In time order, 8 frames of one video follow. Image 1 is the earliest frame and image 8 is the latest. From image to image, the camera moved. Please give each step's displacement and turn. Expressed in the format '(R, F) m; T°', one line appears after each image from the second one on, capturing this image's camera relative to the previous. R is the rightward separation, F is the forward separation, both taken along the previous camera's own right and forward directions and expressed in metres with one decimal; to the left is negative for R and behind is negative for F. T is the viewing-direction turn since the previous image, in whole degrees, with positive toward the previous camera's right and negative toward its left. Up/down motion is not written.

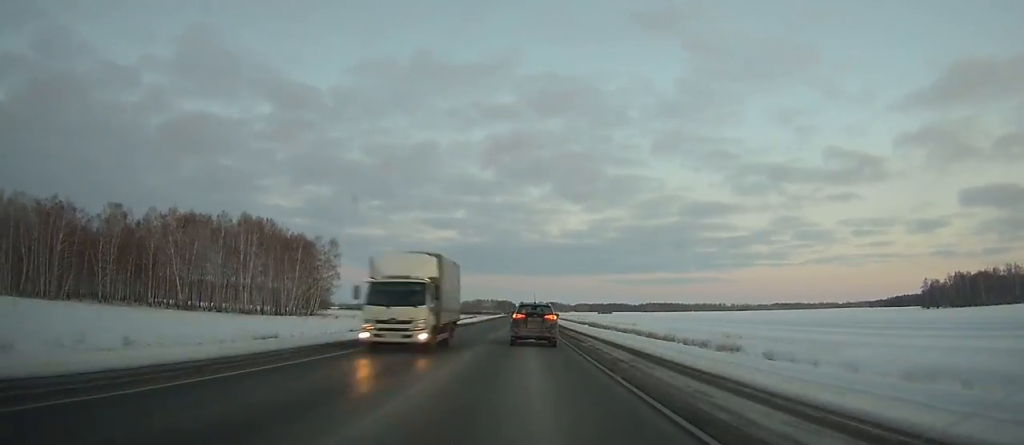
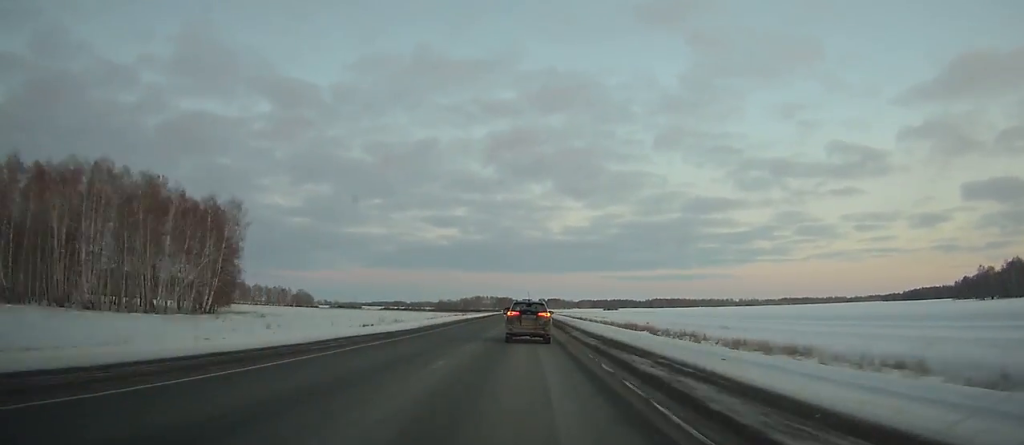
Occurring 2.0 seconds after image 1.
(+0.1, +51.9) m; 0°
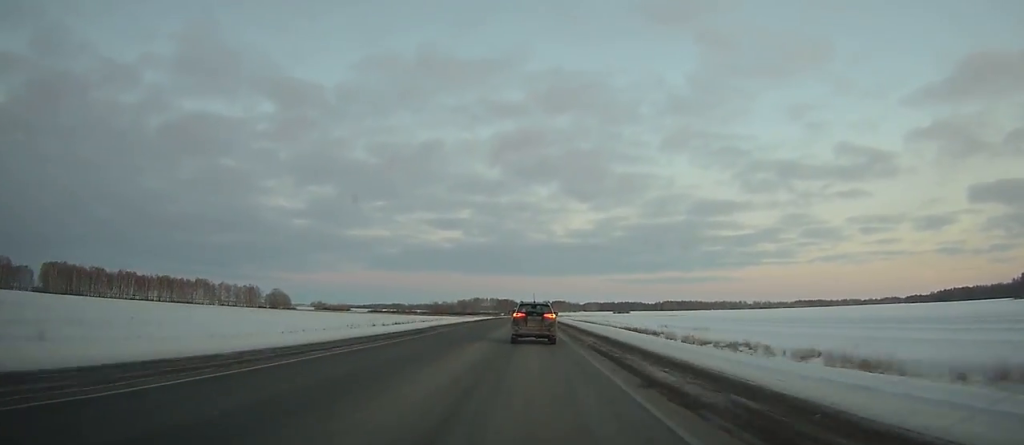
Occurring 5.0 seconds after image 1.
(0.0, +78.5) m; 0°
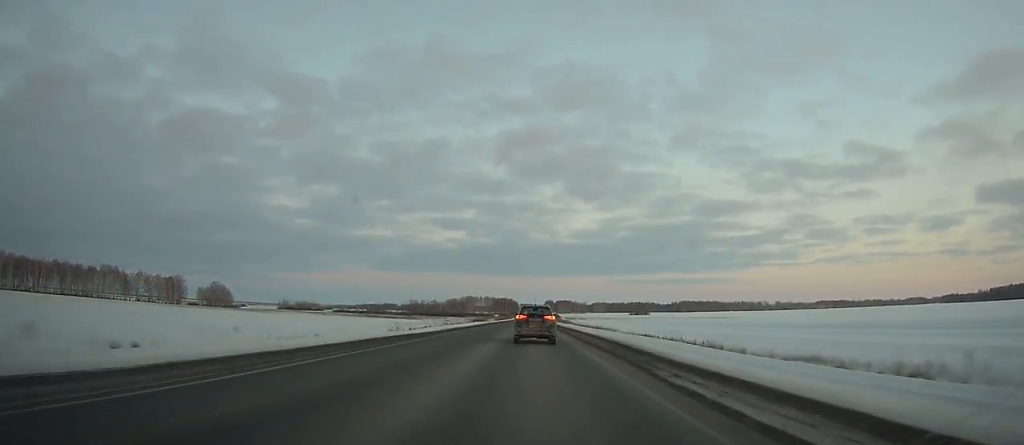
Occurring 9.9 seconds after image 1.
(-0.5, +130.8) m; 0°
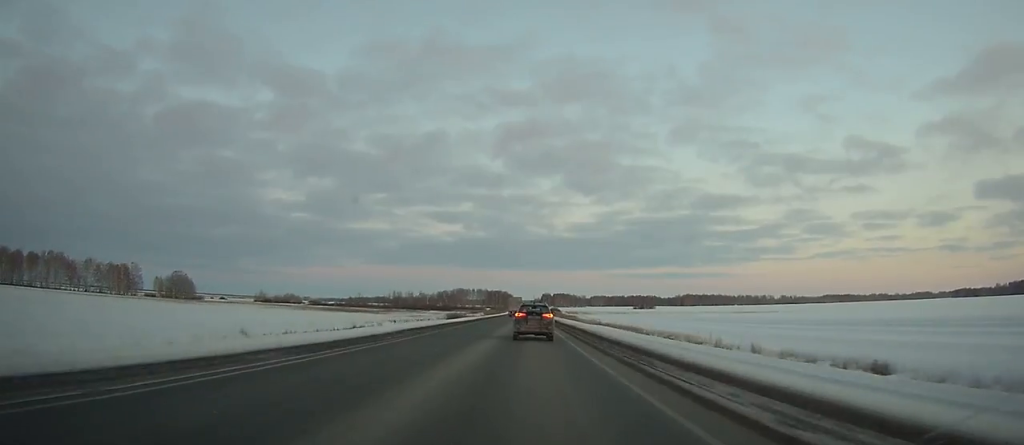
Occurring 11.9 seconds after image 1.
(+0.1, +54.4) m; 0°
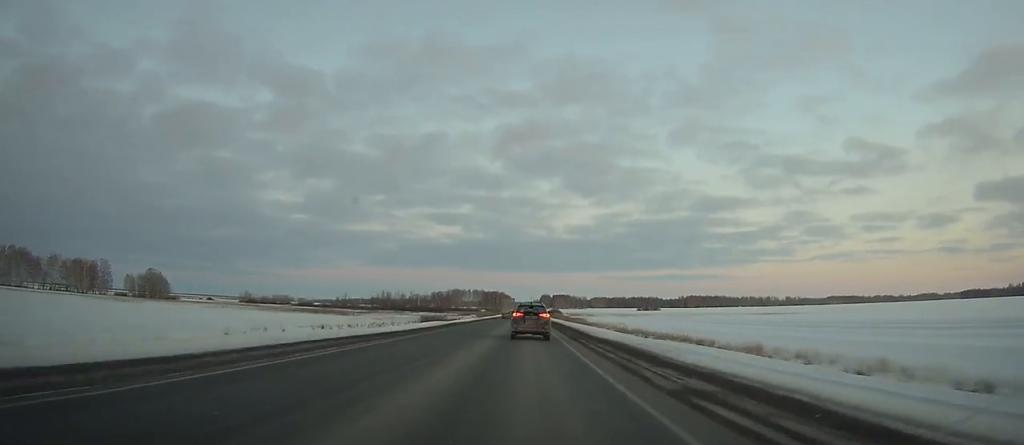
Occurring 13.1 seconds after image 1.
(0.0, +32.8) m; 0°
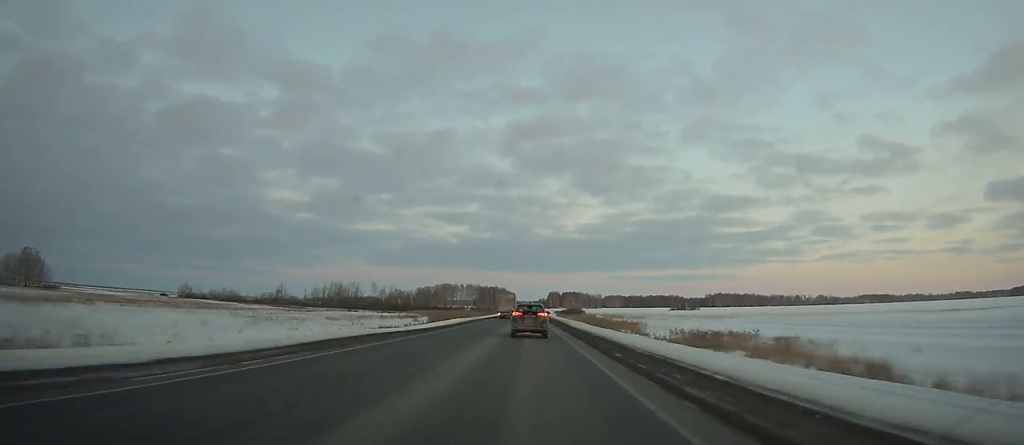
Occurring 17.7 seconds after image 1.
(+0.1, +126.0) m; 0°
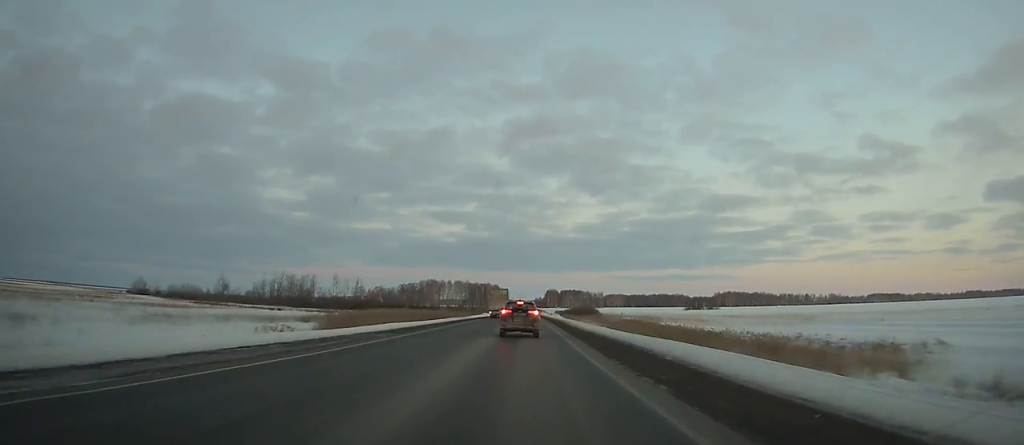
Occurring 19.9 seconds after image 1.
(-0.1, +58.8) m; 0°
